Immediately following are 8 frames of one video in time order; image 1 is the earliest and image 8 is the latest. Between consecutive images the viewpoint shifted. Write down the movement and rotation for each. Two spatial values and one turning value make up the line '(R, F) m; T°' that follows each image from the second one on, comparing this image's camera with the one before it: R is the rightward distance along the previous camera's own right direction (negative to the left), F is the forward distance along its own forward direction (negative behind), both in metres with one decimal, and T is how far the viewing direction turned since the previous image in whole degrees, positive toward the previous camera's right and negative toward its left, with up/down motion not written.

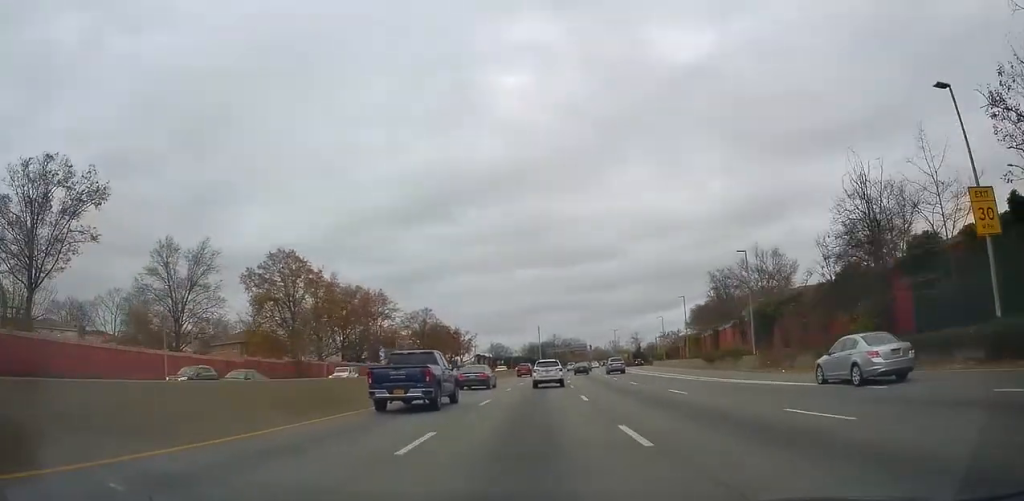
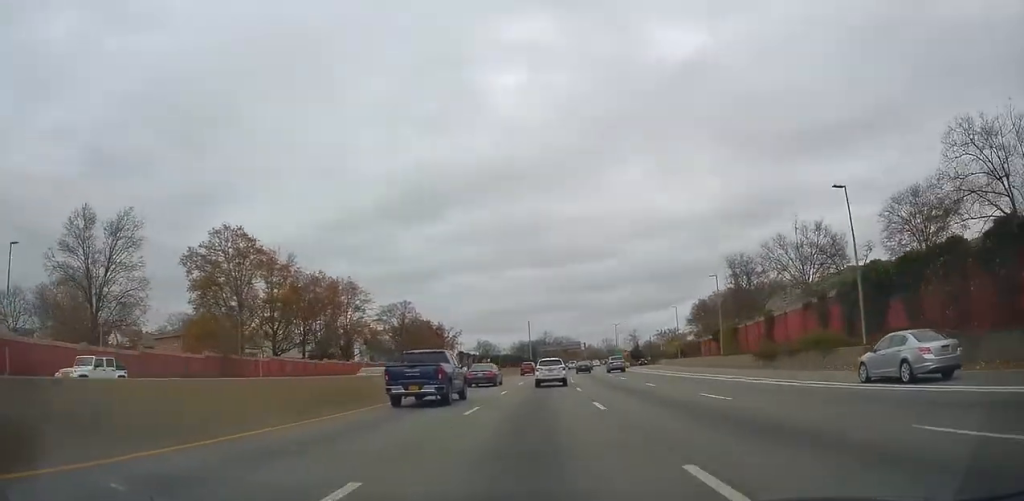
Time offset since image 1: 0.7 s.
(+0.2, +16.7) m; +1°
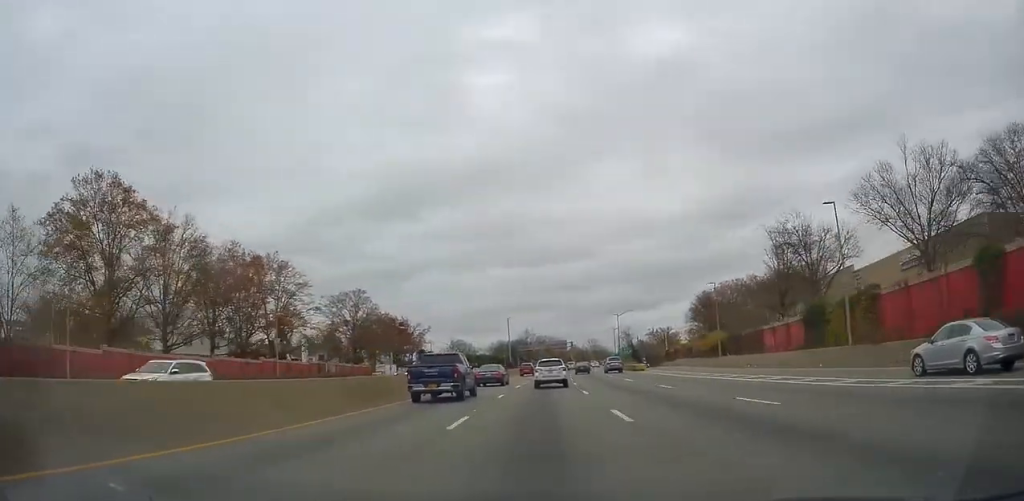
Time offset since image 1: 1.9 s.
(+0.2, +27.5) m; +1°
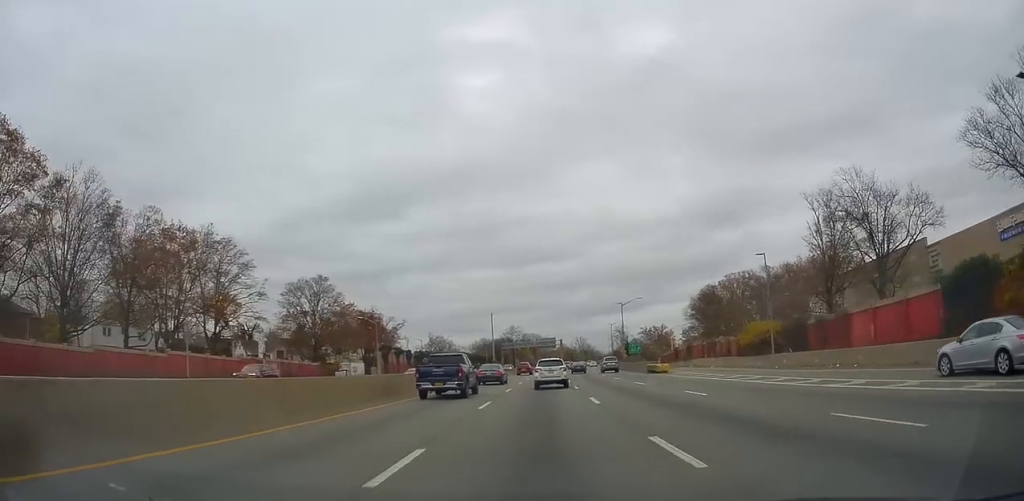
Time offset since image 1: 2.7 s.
(0.0, +17.6) m; +1°
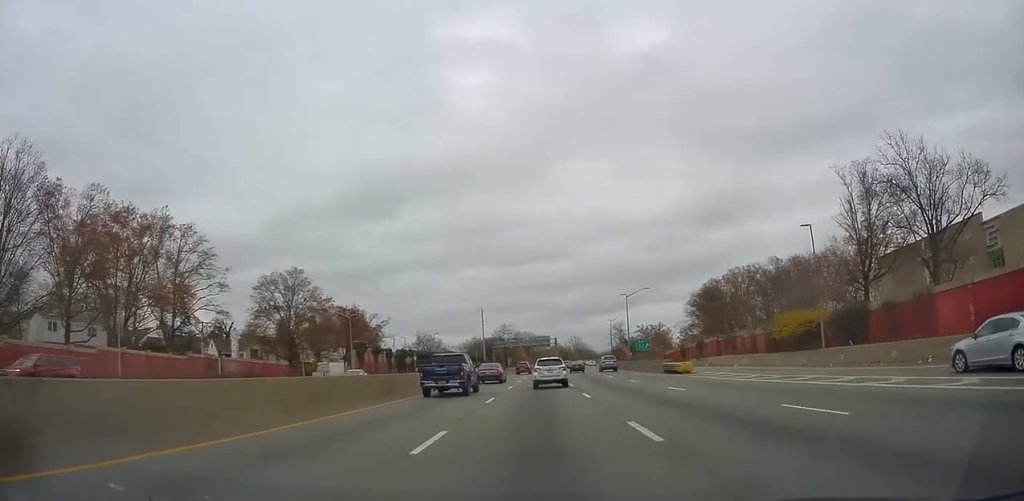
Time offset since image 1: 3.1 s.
(+0.1, +9.8) m; +1°
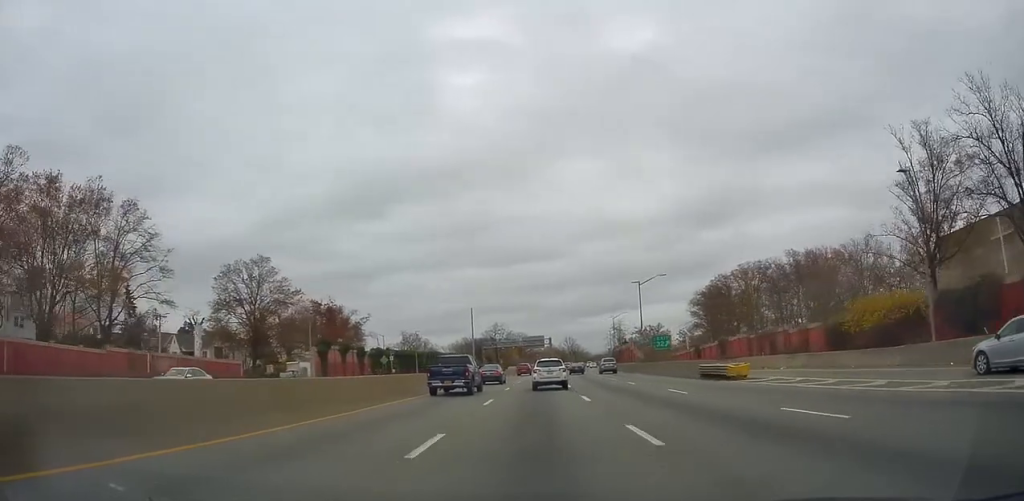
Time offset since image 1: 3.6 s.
(-0.1, +12.5) m; +1°
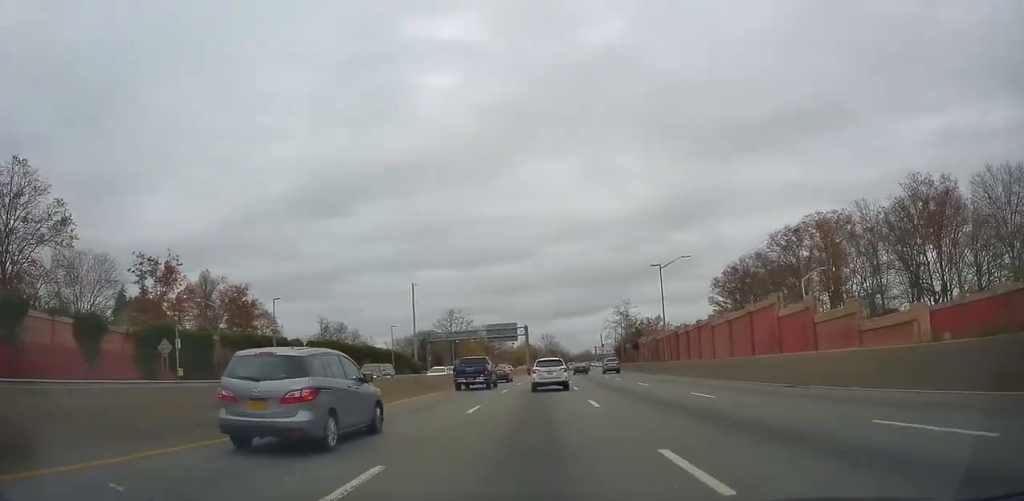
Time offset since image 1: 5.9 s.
(+1.2, +52.1) m; +3°
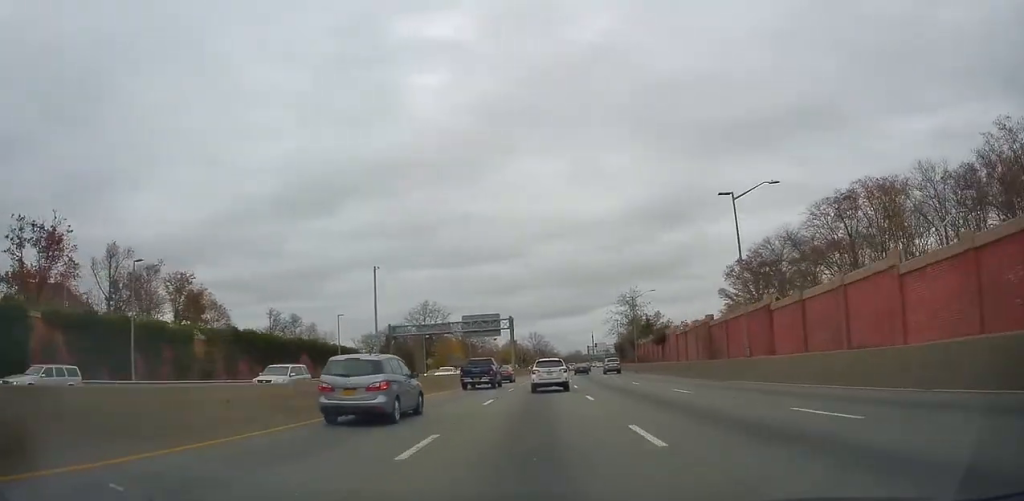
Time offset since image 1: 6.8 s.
(+0.5, +20.8) m; +1°
